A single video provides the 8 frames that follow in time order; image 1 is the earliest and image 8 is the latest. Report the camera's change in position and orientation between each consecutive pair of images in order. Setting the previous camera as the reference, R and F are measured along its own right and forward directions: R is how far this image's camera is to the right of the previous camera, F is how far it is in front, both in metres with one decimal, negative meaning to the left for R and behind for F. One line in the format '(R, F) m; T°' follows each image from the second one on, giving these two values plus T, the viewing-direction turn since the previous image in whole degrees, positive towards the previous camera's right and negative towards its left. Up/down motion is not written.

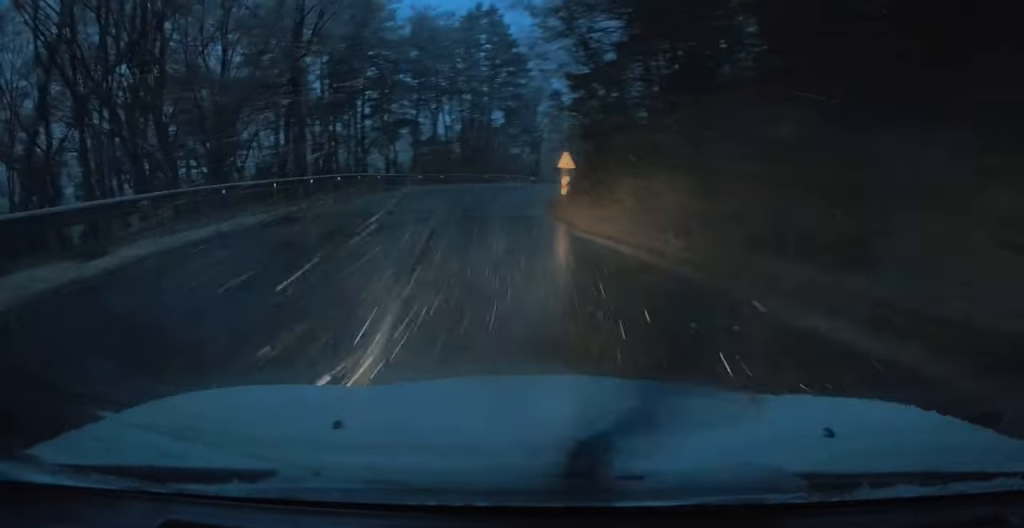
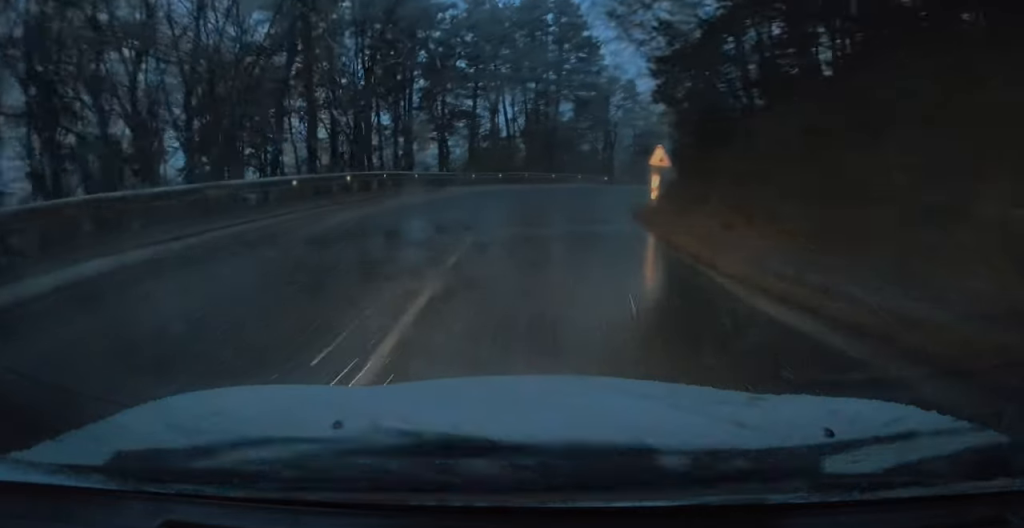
(0.0, +7.5) m; -3°
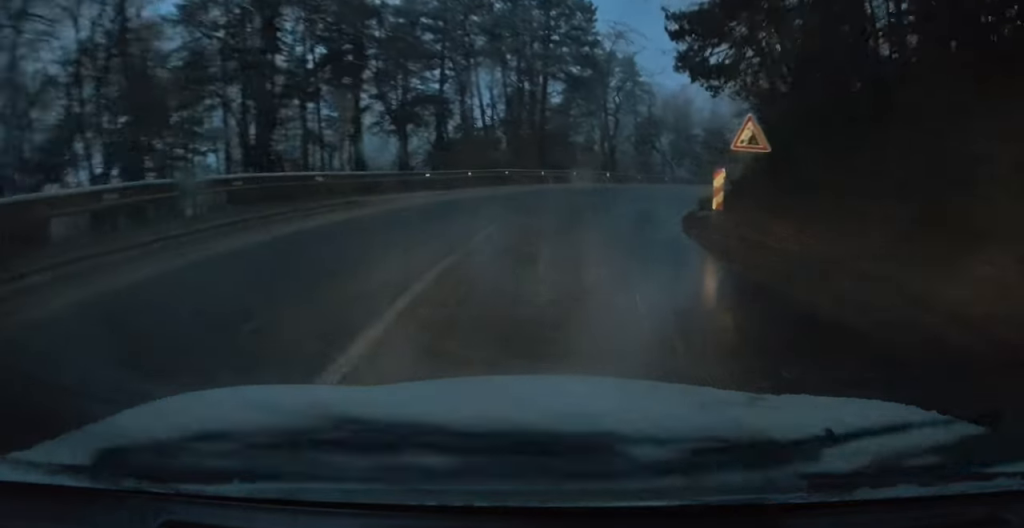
(-0.5, +10.6) m; +5°
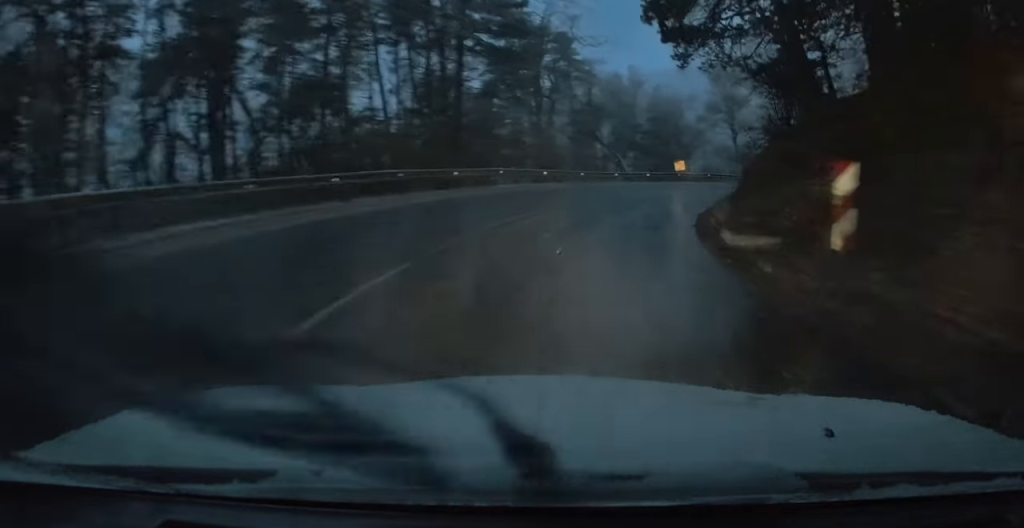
(+0.8, +9.5) m; +12°
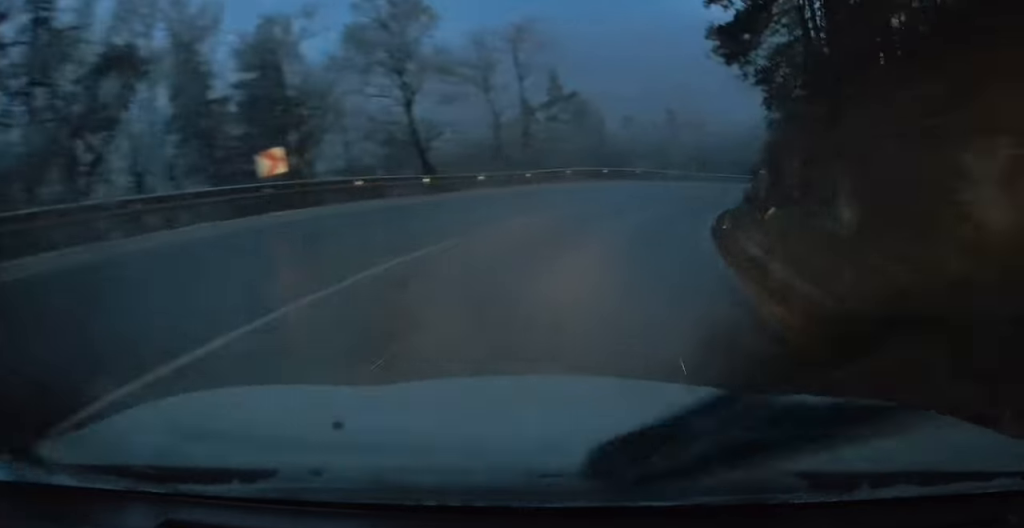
(+9.5, +29.4) m; +33°
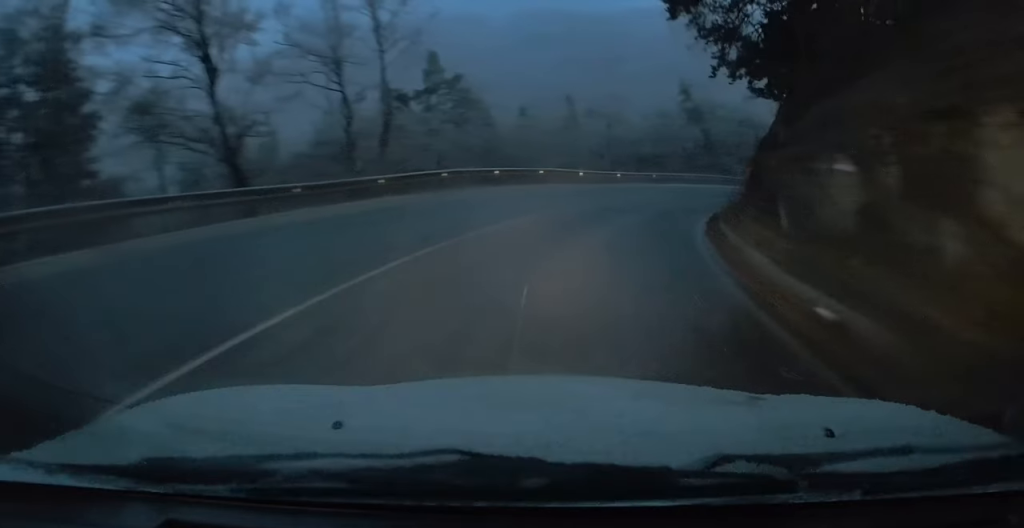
(+1.0, +9.8) m; +5°
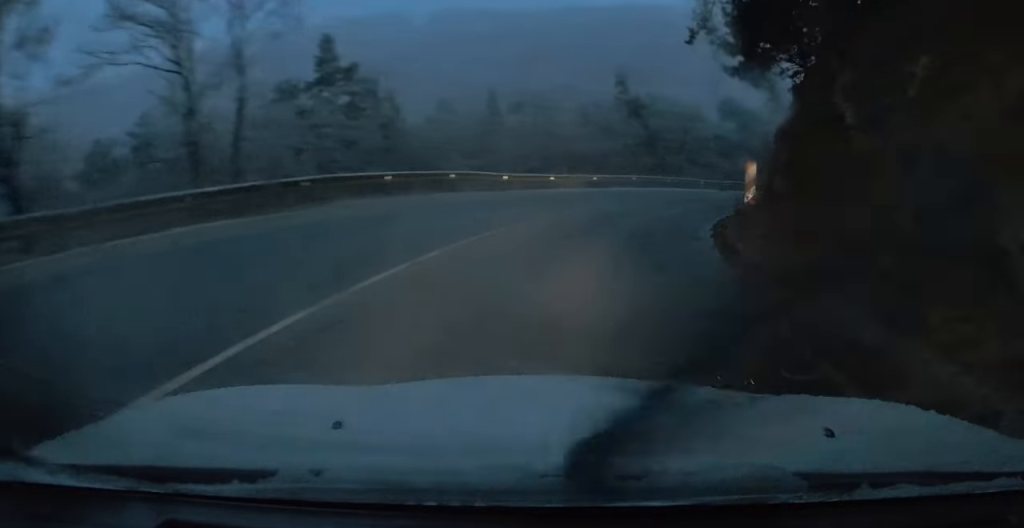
(+0.2, +7.4) m; +6°
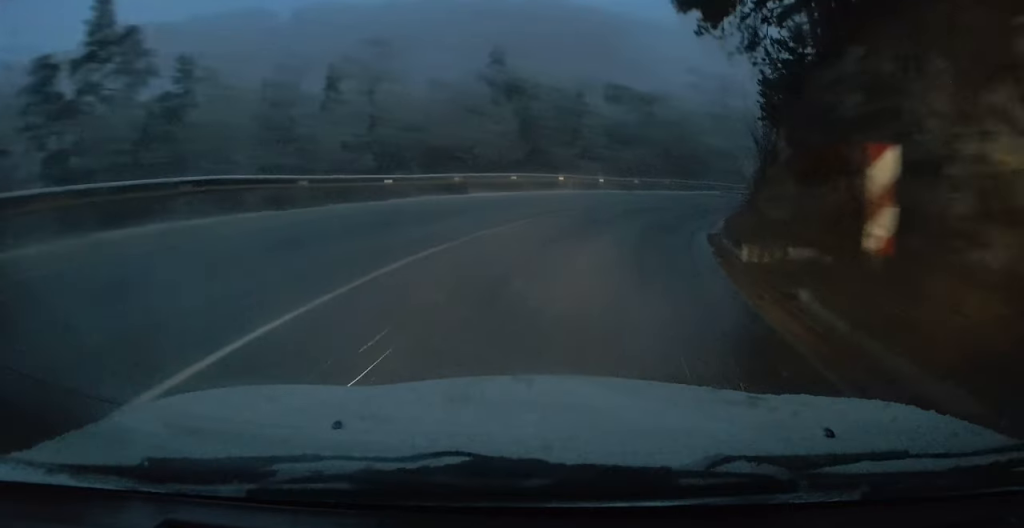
(+0.6, +10.4) m; +11°
